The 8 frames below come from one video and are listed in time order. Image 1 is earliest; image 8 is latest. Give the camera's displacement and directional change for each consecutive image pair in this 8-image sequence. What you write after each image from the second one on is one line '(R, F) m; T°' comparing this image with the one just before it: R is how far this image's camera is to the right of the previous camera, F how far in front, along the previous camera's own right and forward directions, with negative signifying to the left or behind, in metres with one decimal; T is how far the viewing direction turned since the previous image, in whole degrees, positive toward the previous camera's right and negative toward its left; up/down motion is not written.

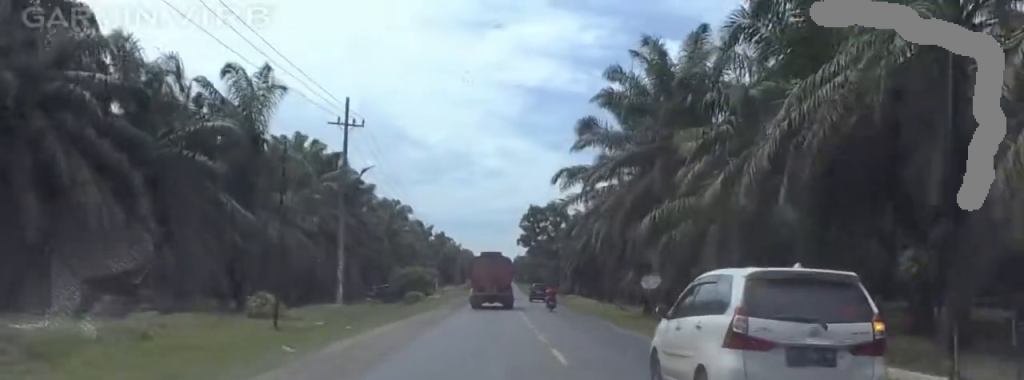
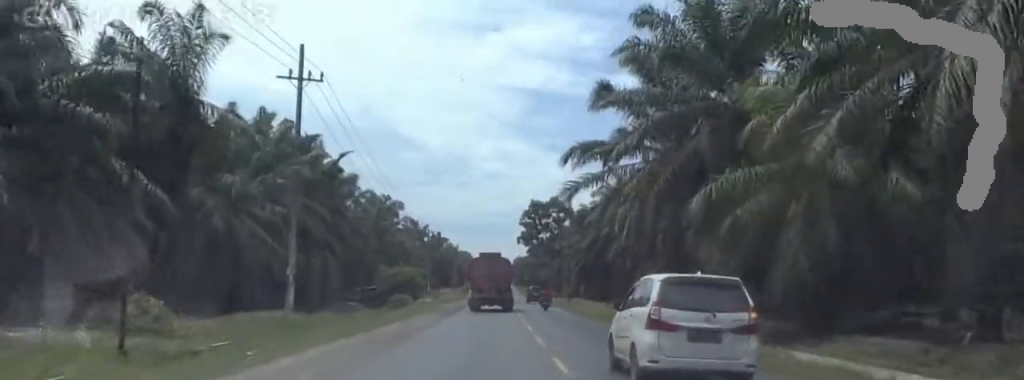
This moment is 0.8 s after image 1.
(+0.2, +11.2) m; -1°
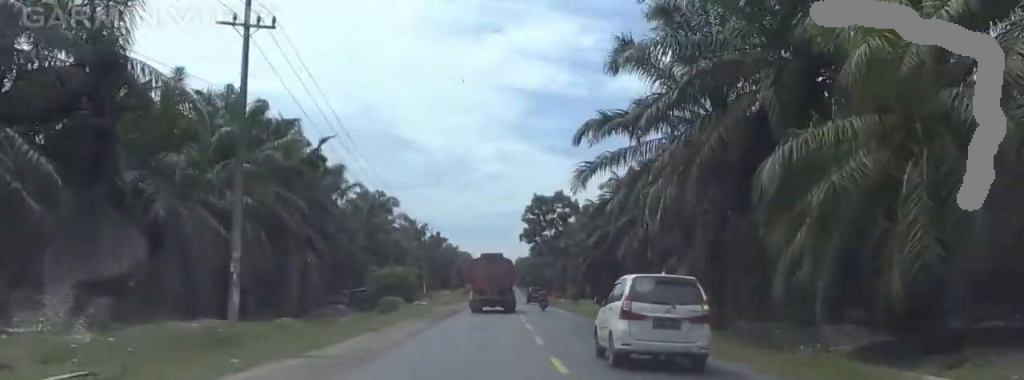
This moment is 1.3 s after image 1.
(-0.8, +8.4) m; 0°
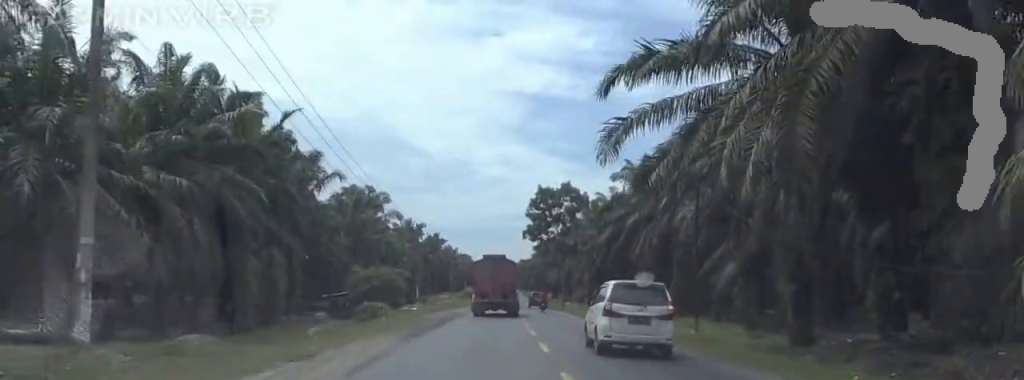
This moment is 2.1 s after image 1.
(+0.5, +11.4) m; 0°
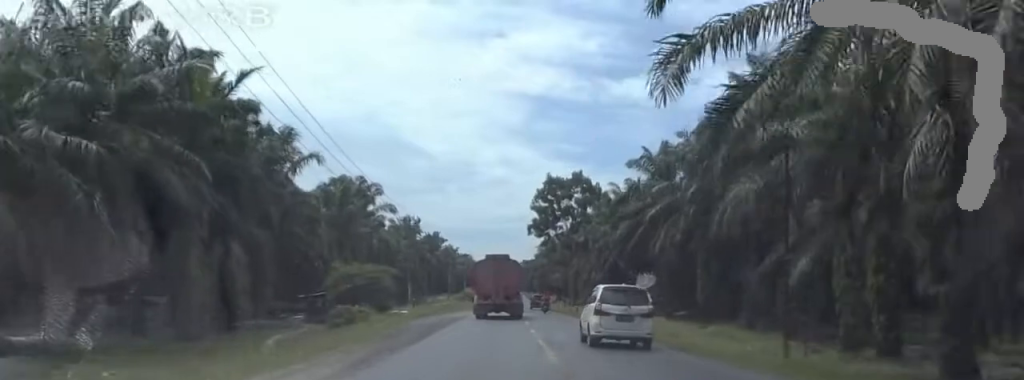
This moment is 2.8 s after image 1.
(+0.3, +10.2) m; 0°
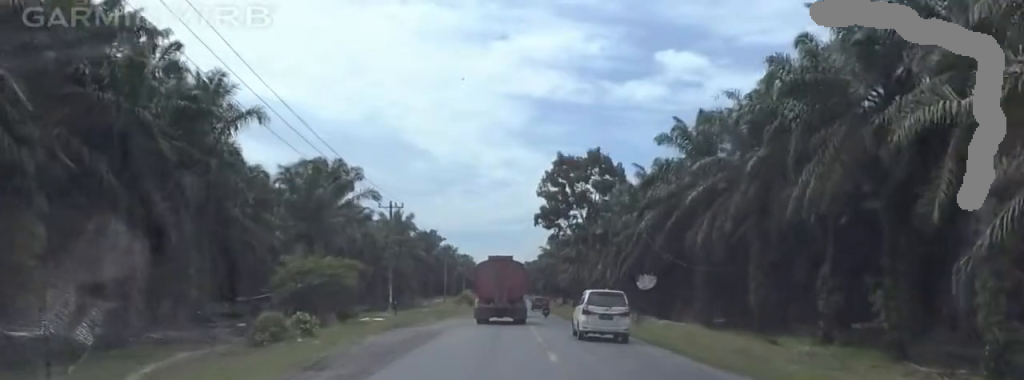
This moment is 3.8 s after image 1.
(-0.7, +16.1) m; 0°
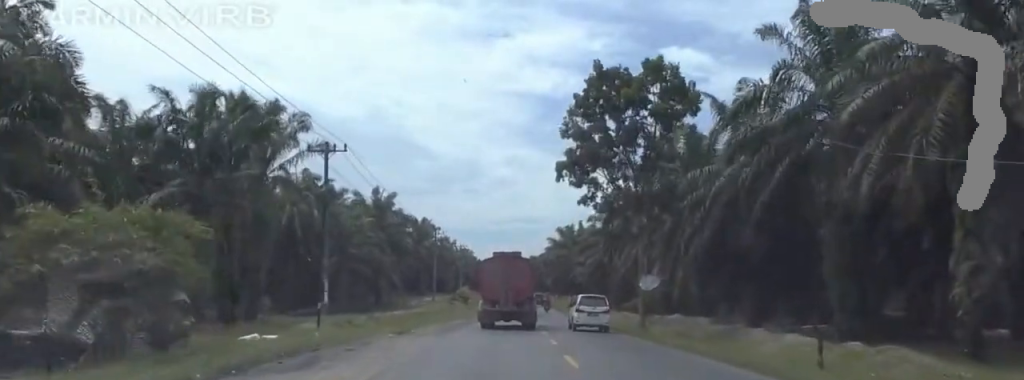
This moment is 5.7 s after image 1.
(+0.2, +27.7) m; +1°
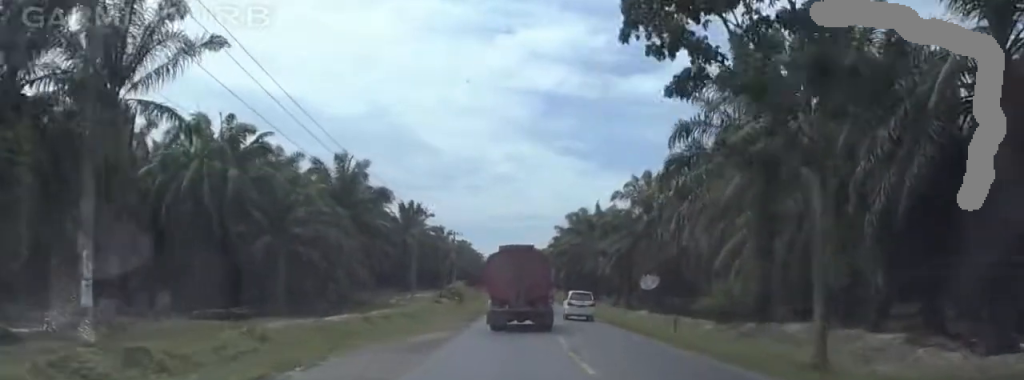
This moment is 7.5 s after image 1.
(+0.7, +26.4) m; 0°
